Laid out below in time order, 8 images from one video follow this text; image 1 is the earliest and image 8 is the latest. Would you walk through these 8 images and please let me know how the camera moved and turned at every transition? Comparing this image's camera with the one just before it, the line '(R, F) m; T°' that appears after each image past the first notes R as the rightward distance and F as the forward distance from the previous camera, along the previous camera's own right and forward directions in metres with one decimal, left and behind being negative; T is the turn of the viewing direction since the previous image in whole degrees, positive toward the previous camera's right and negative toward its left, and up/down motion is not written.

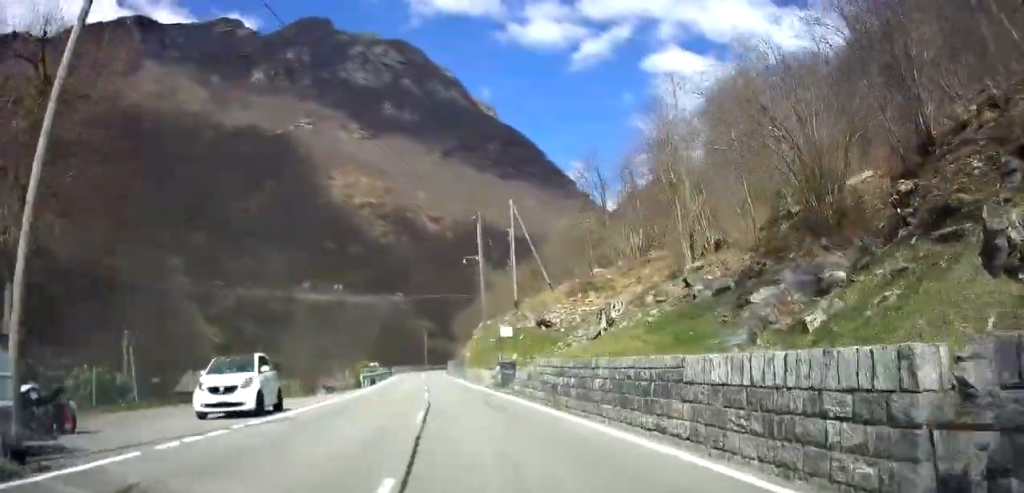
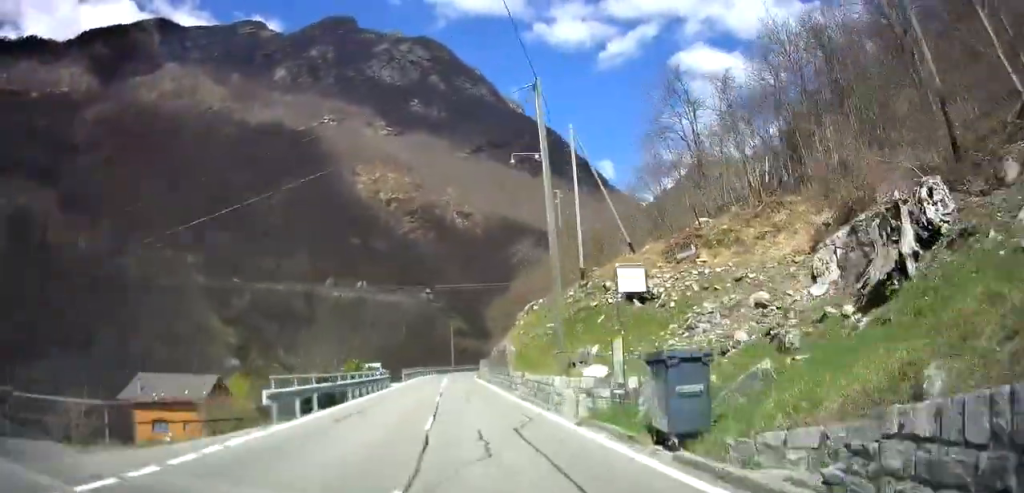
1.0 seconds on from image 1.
(-0.1, +18.7) m; -1°
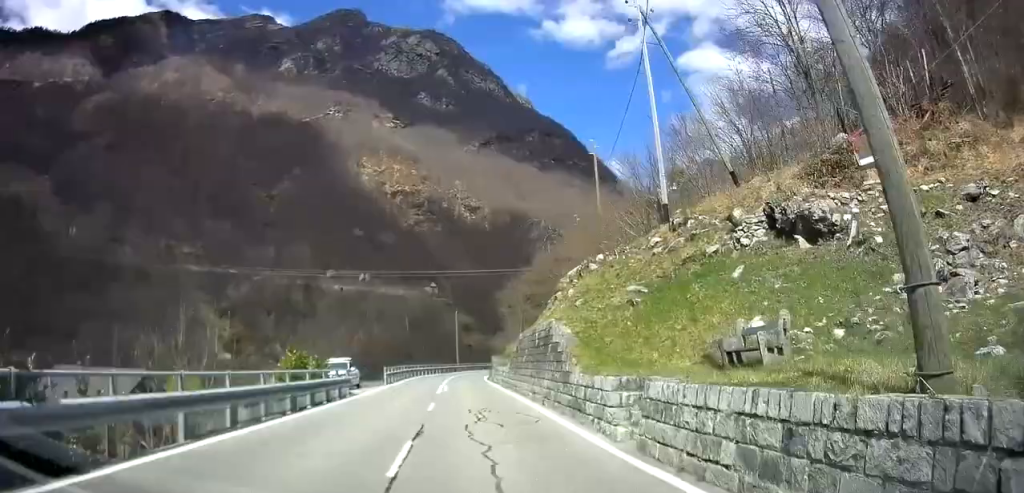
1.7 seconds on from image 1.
(-0.1, +14.7) m; -1°
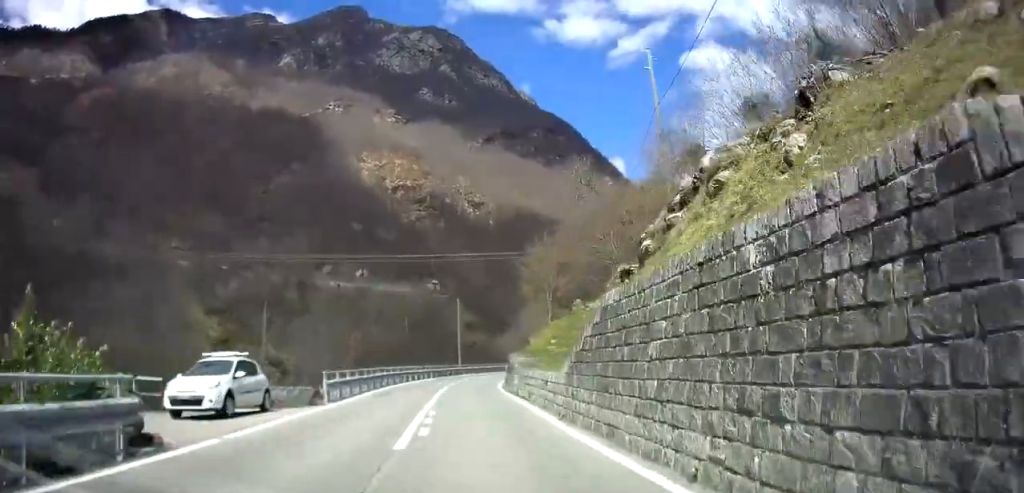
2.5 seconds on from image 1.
(-0.2, +15.3) m; 0°
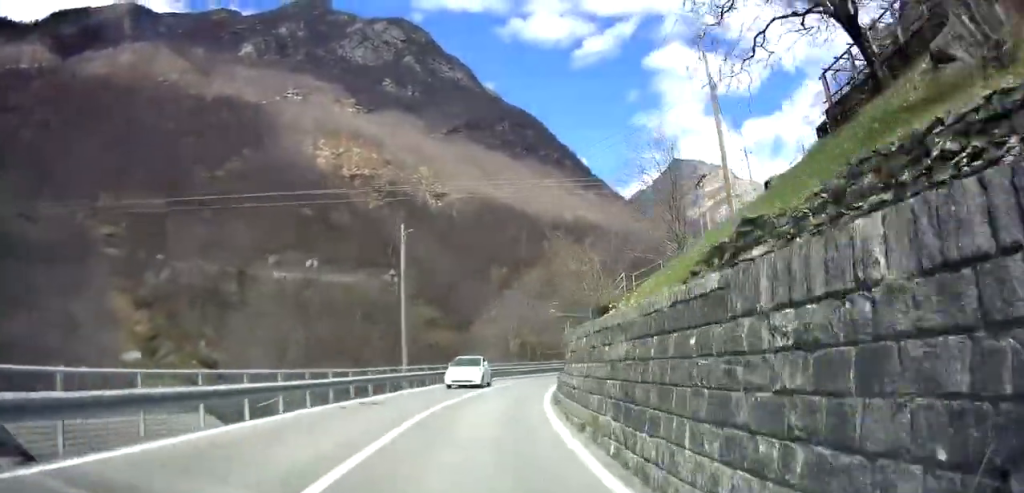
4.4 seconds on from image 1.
(+1.5, +34.0) m; +4°
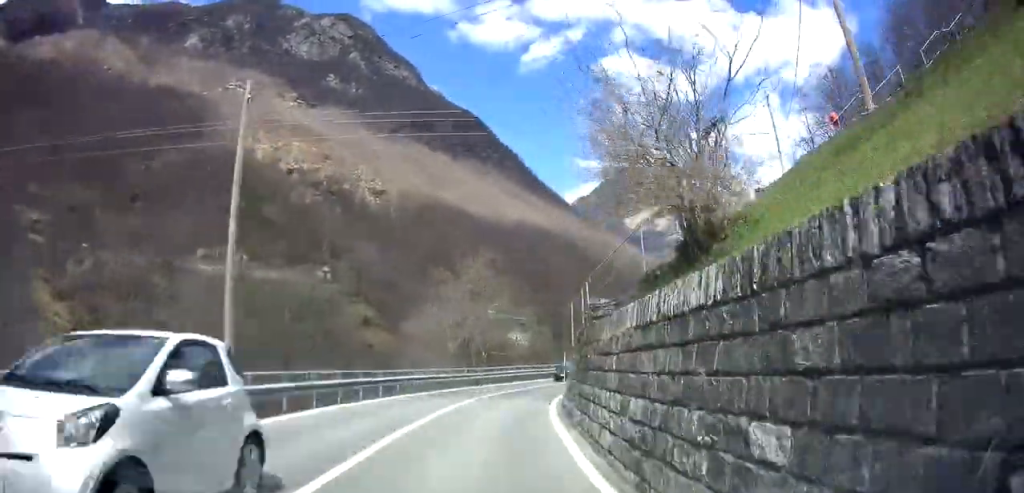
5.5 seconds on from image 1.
(-0.2, +16.4) m; -1°
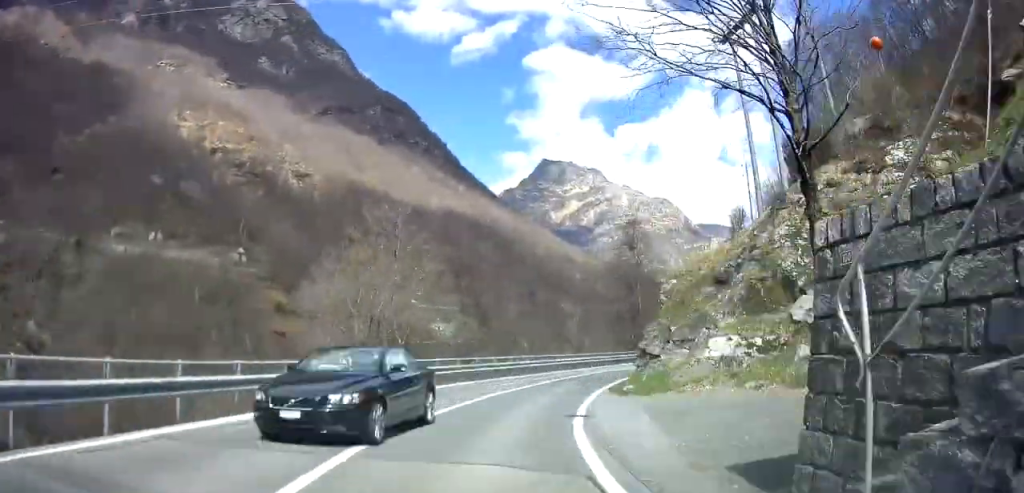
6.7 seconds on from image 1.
(+0.4, +14.1) m; +8°
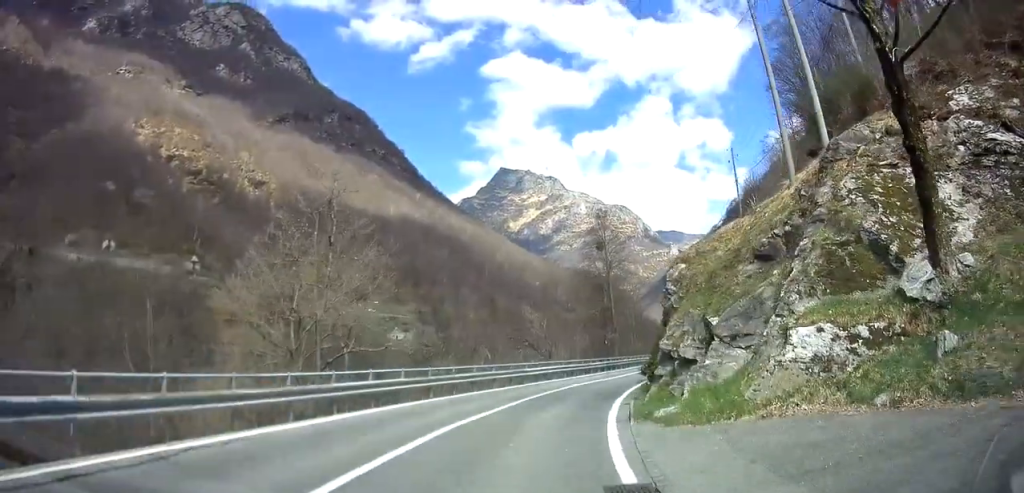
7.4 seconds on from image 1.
(+0.7, +7.6) m; +7°
